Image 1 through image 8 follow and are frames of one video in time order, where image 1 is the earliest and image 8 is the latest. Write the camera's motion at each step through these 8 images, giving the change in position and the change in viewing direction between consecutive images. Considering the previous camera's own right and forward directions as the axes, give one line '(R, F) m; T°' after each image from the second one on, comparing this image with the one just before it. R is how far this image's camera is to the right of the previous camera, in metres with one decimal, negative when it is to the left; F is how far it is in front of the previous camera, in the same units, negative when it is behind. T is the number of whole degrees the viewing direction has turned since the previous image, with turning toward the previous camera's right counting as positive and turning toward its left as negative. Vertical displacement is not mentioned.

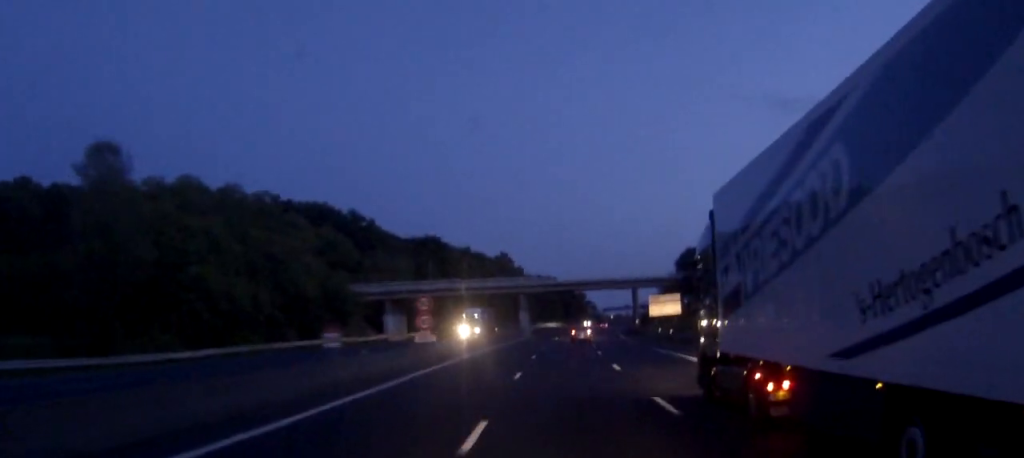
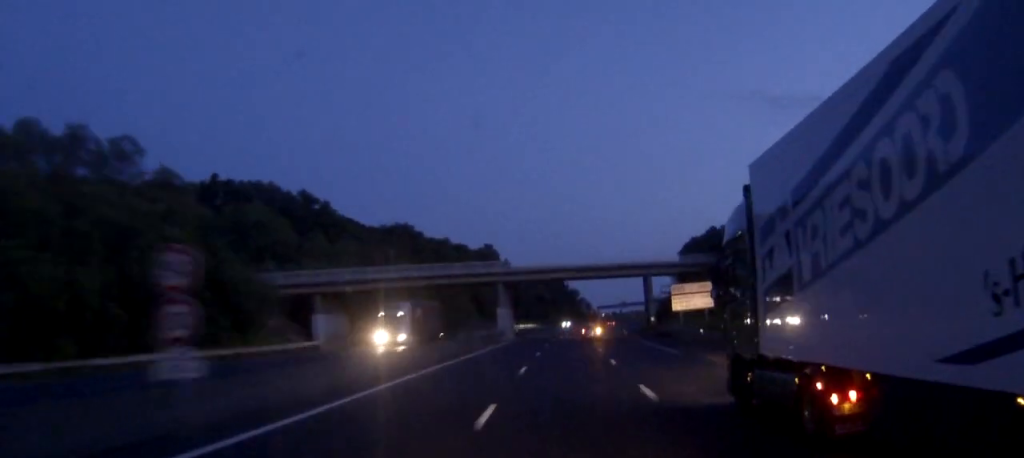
(+0.3, +23.2) m; +1°
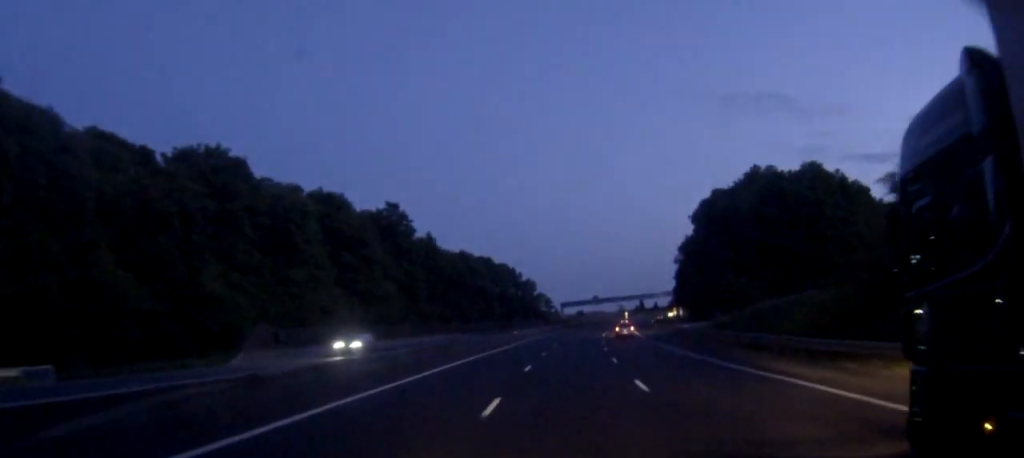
(+2.0, +76.4) m; +3°
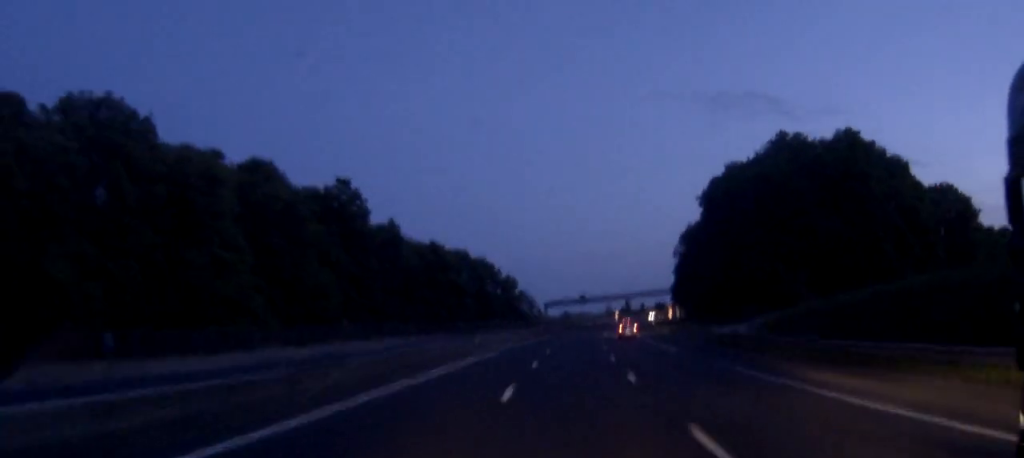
(+0.2, +22.2) m; +1°
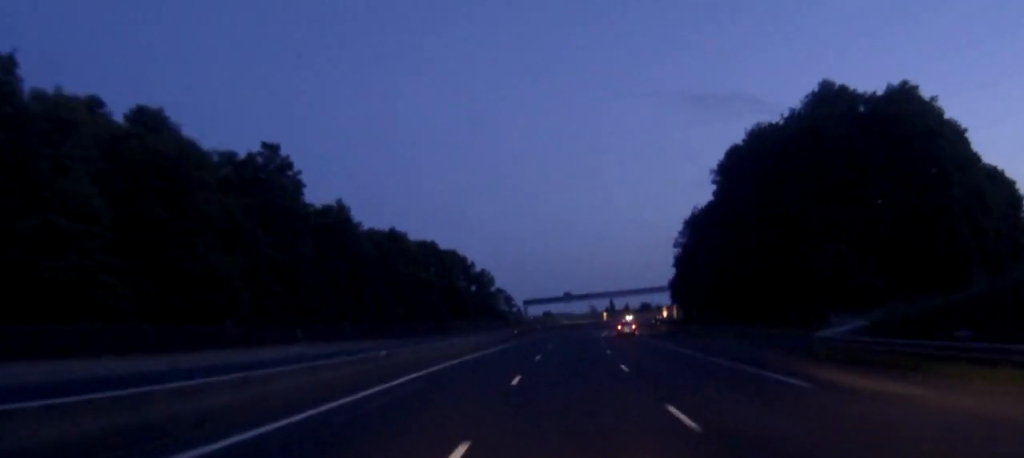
(+0.3, +23.2) m; +1°
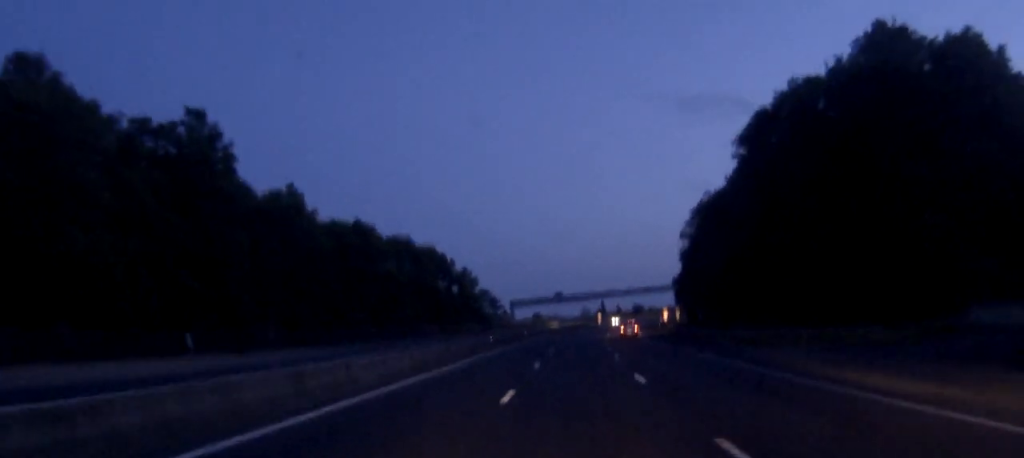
(+0.2, +17.8) m; +1°
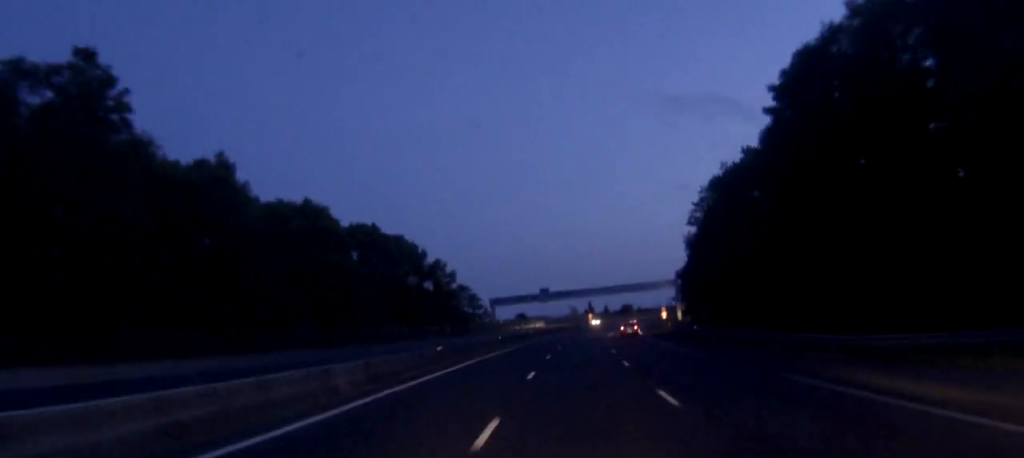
(+0.2, +18.7) m; +1°
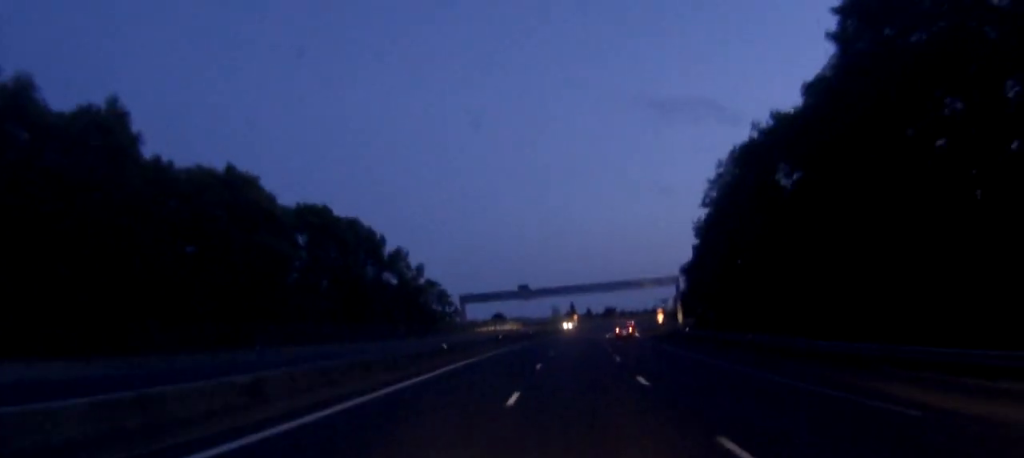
(+0.2, +20.6) m; +1°
